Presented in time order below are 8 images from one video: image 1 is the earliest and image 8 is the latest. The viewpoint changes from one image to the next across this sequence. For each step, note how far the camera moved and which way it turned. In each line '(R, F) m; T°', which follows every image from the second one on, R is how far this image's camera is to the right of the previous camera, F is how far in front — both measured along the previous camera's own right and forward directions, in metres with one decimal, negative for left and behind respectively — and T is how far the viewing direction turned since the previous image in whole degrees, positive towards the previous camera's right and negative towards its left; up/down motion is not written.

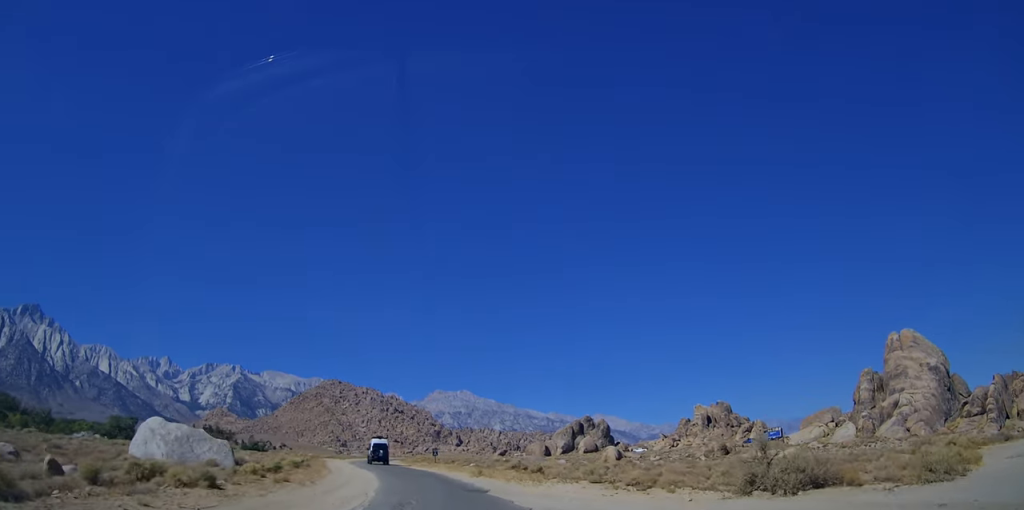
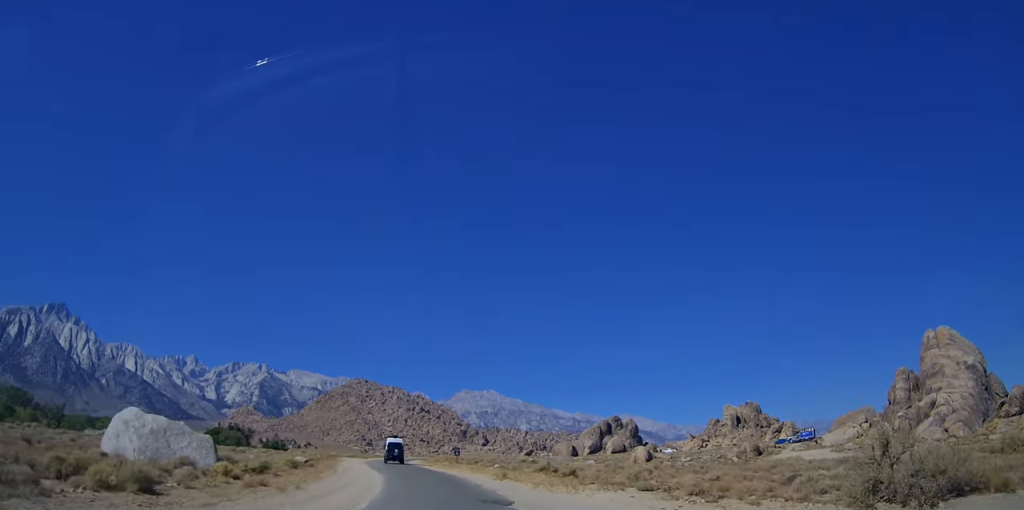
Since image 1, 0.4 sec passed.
(-0.1, +4.4) m; -1°
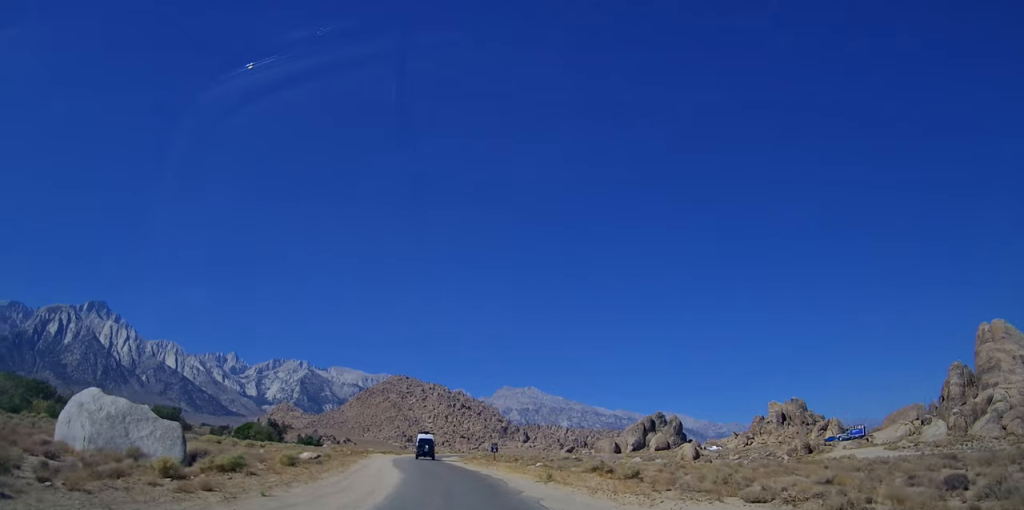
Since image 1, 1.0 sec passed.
(0.0, +5.8) m; -2°
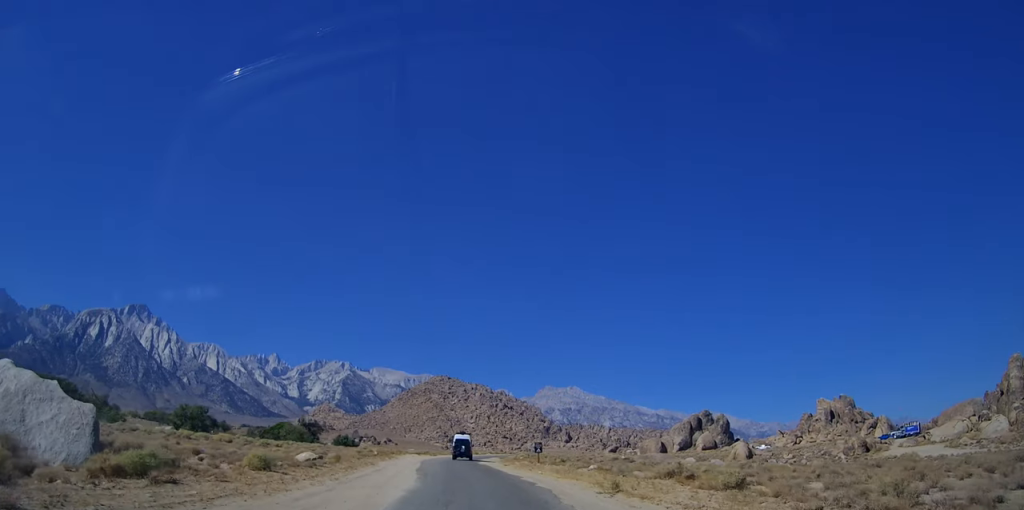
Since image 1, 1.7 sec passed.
(-0.2, +6.9) m; -4°
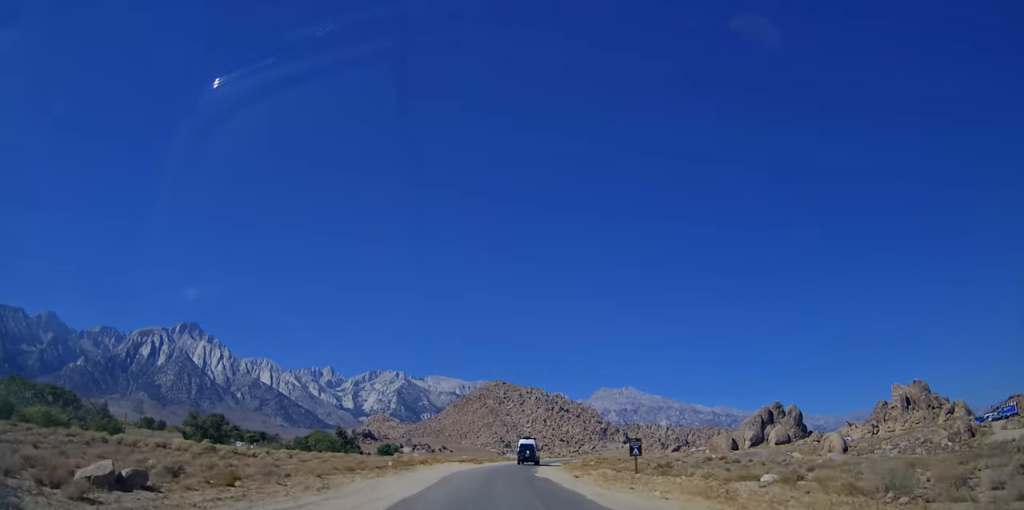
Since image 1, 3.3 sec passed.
(-1.5, +17.5) m; -9°
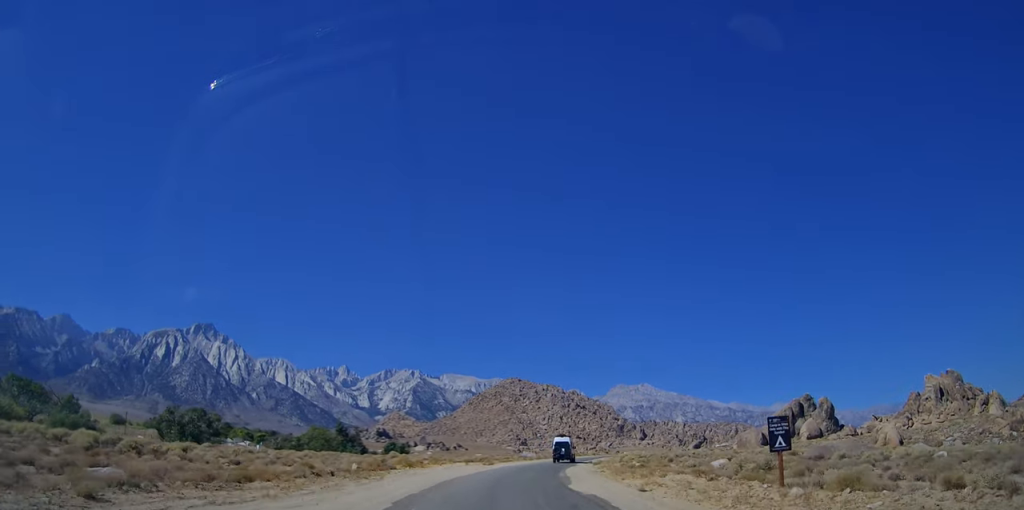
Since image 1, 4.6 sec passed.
(-0.5, +13.8) m; -2°
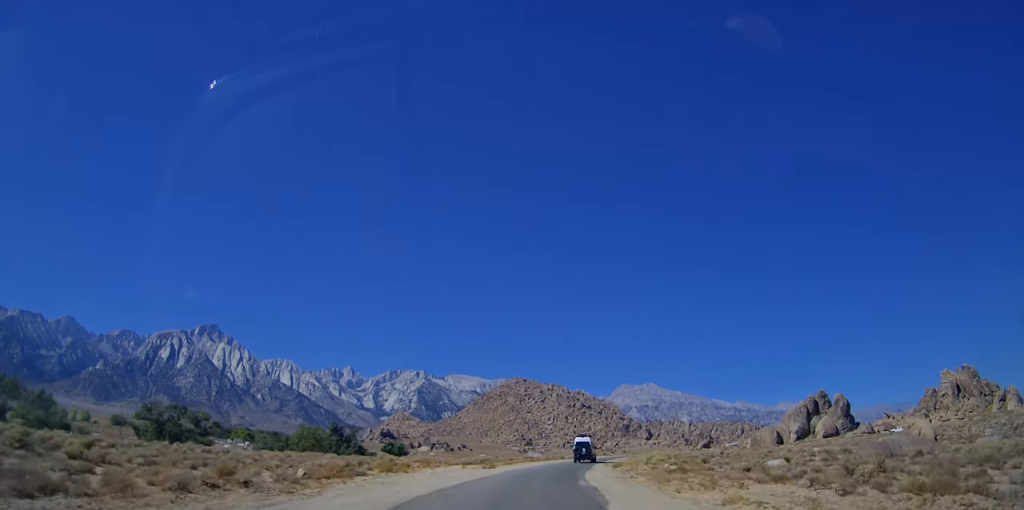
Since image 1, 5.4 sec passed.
(0.0, +8.8) m; -1°
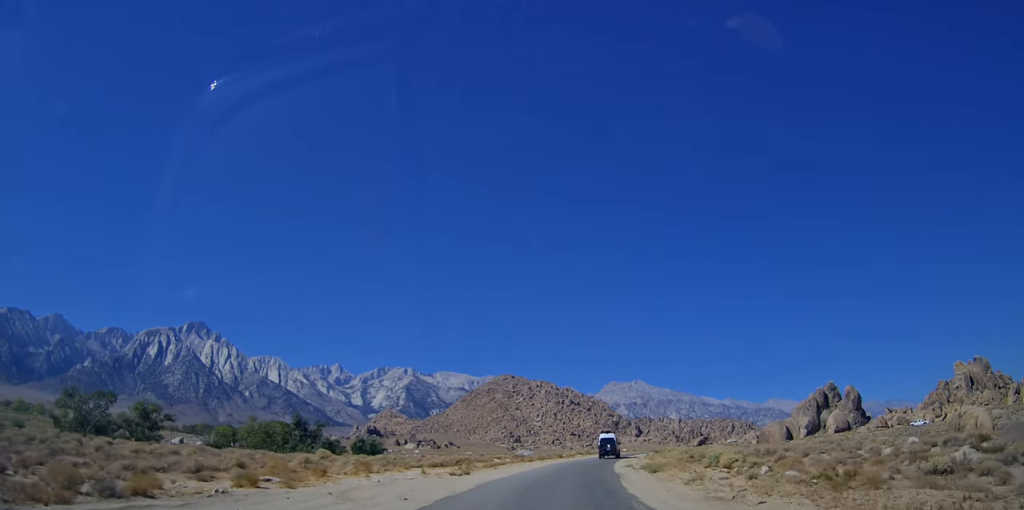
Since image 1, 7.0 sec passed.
(-0.7, +17.1) m; -1°
